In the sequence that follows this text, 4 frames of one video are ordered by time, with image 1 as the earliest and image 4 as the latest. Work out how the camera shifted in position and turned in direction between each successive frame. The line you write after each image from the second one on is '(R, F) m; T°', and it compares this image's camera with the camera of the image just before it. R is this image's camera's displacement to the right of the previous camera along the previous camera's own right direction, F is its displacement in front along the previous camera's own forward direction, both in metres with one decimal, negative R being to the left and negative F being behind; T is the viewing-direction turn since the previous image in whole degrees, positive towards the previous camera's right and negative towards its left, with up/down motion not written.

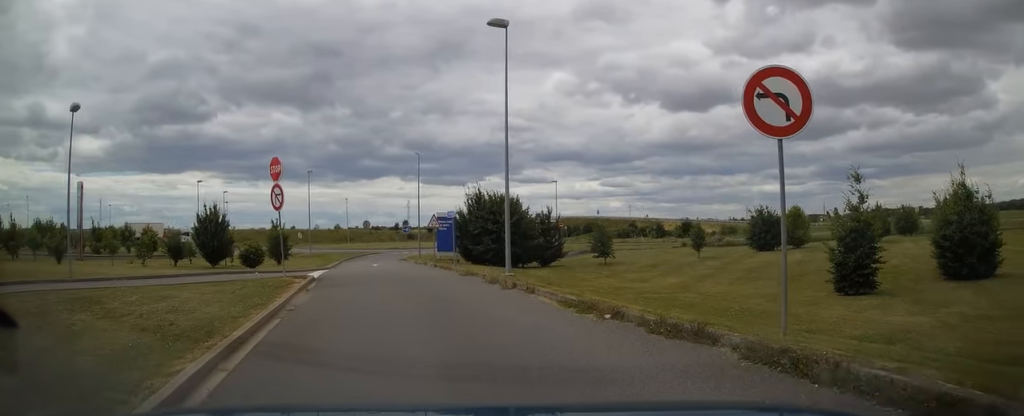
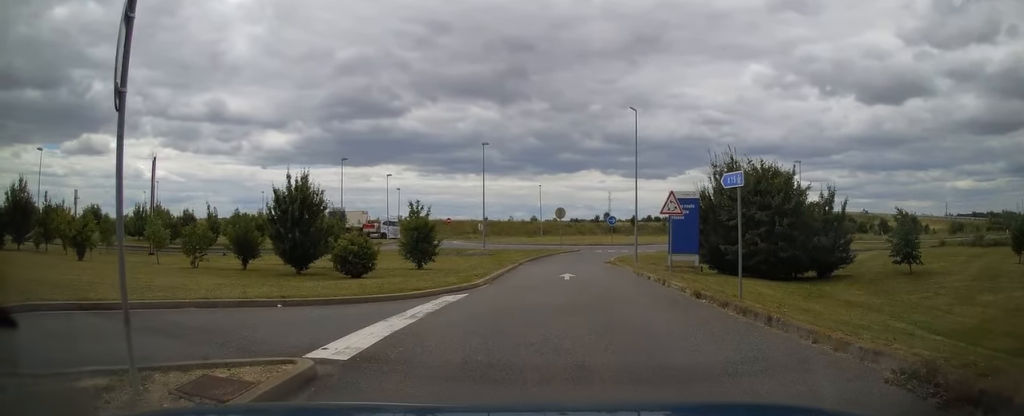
(-2.9, +14.8) m; -16°
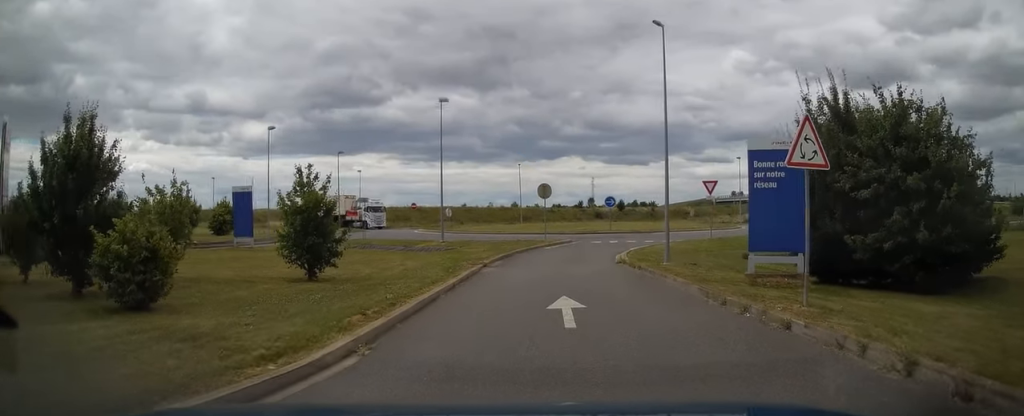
(+0.1, +11.9) m; +2°
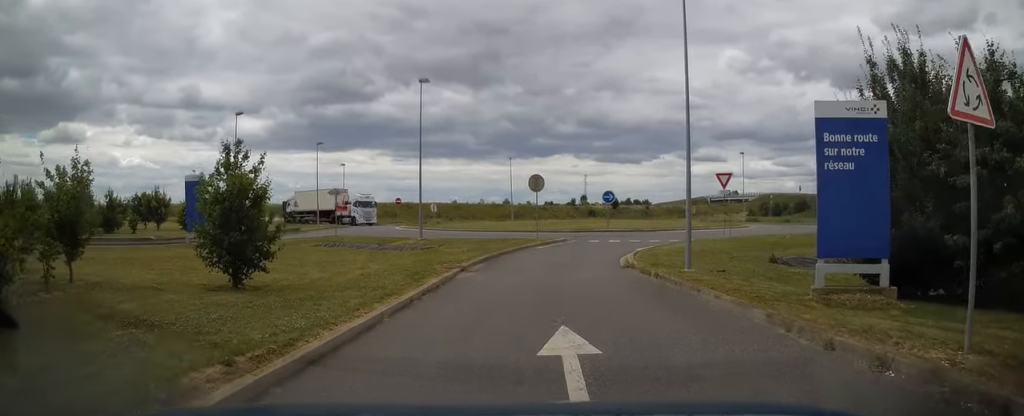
(+0.1, +4.0) m; +1°
